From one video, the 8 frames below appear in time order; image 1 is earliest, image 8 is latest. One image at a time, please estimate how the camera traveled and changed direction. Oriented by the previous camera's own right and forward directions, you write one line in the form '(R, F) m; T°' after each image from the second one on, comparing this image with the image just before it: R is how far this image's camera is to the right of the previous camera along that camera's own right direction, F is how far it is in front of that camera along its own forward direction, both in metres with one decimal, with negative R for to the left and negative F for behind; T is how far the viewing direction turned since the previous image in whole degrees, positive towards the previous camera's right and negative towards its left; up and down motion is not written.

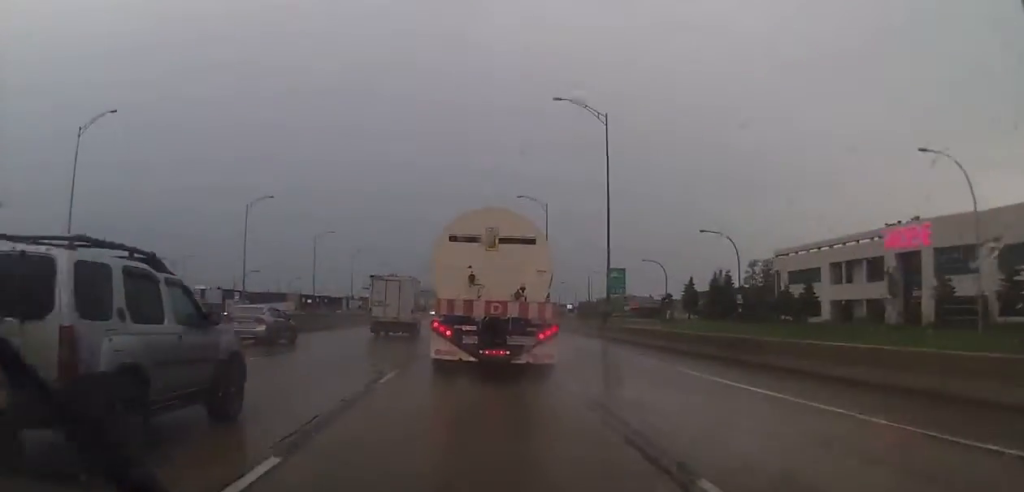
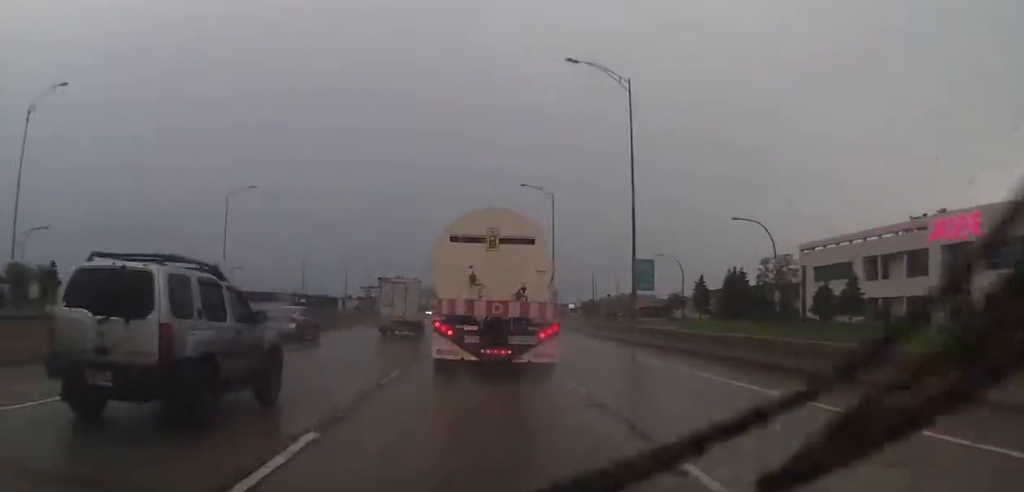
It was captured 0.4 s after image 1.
(0.0, +7.7) m; -1°
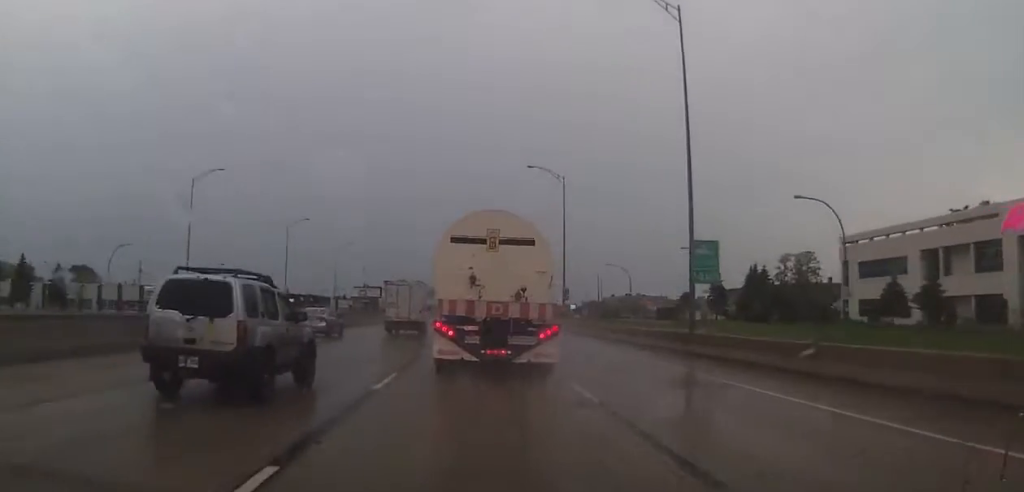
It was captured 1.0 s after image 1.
(+0.1, +10.9) m; -1°
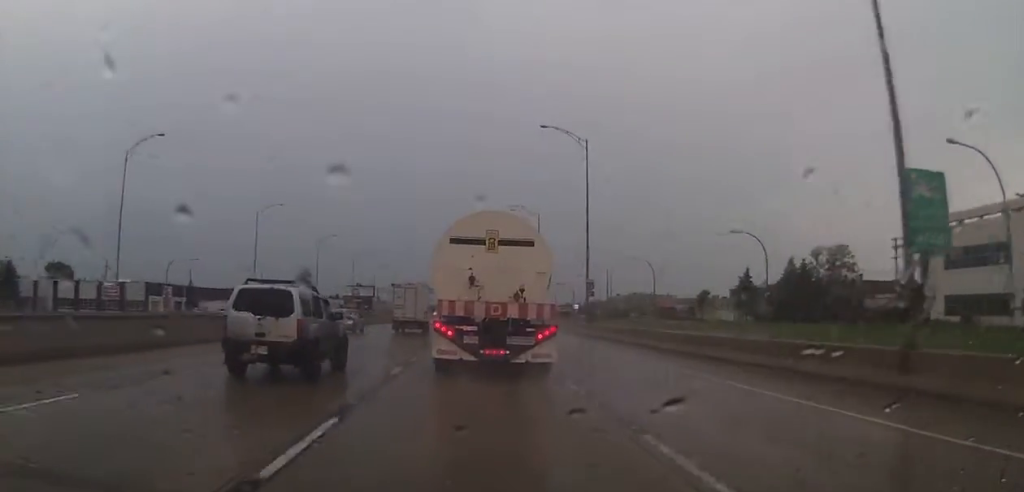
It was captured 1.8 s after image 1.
(-0.3, +15.4) m; 0°
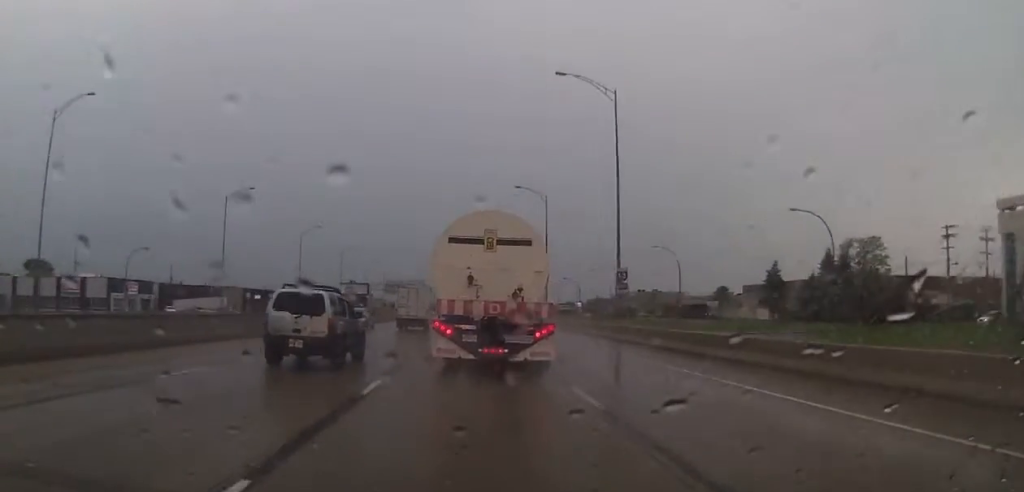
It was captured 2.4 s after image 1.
(+0.1, +12.2) m; 0°
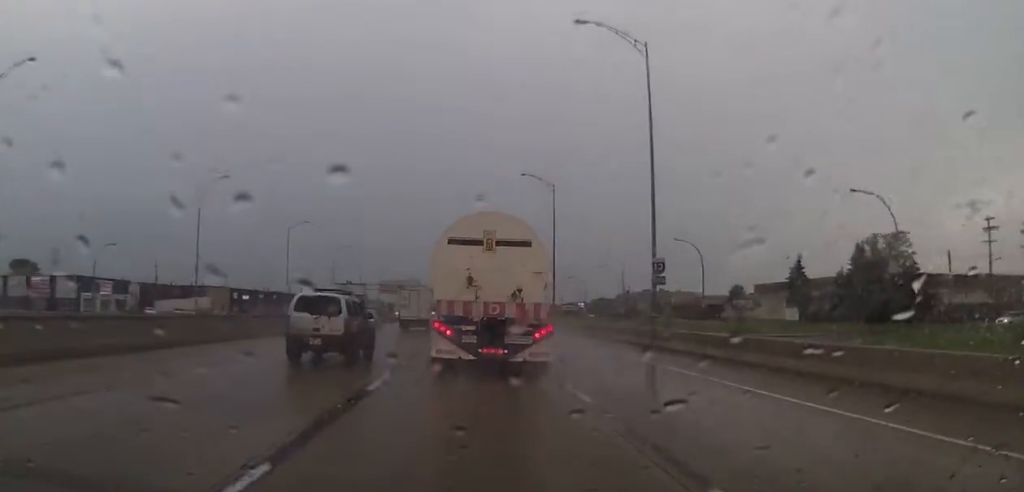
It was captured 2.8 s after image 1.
(0.0, +8.4) m; +1°
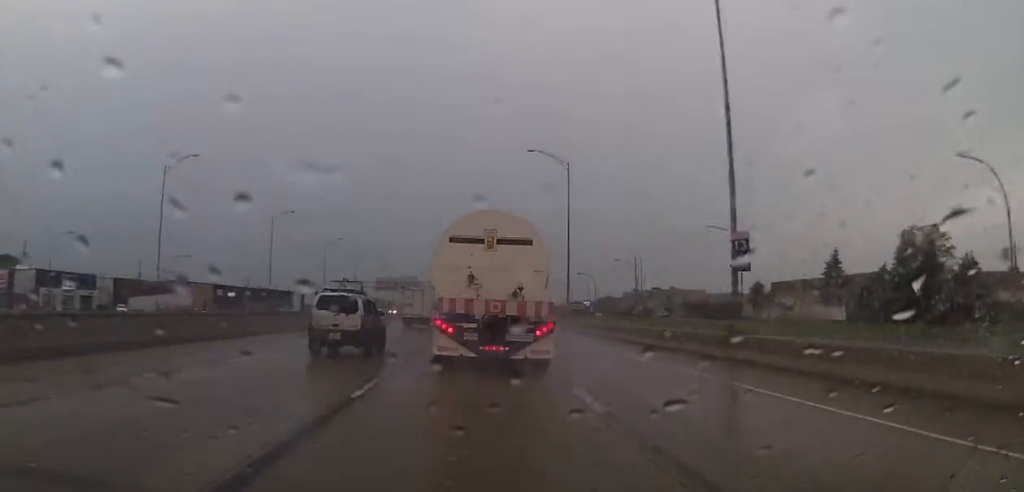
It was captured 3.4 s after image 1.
(+0.1, +10.4) m; 0°
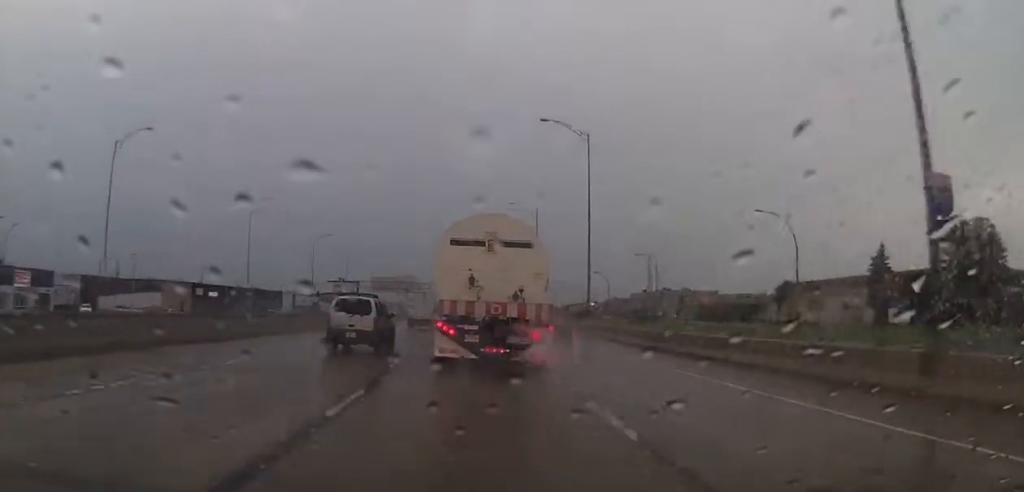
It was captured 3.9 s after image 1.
(0.0, +11.1) m; 0°
